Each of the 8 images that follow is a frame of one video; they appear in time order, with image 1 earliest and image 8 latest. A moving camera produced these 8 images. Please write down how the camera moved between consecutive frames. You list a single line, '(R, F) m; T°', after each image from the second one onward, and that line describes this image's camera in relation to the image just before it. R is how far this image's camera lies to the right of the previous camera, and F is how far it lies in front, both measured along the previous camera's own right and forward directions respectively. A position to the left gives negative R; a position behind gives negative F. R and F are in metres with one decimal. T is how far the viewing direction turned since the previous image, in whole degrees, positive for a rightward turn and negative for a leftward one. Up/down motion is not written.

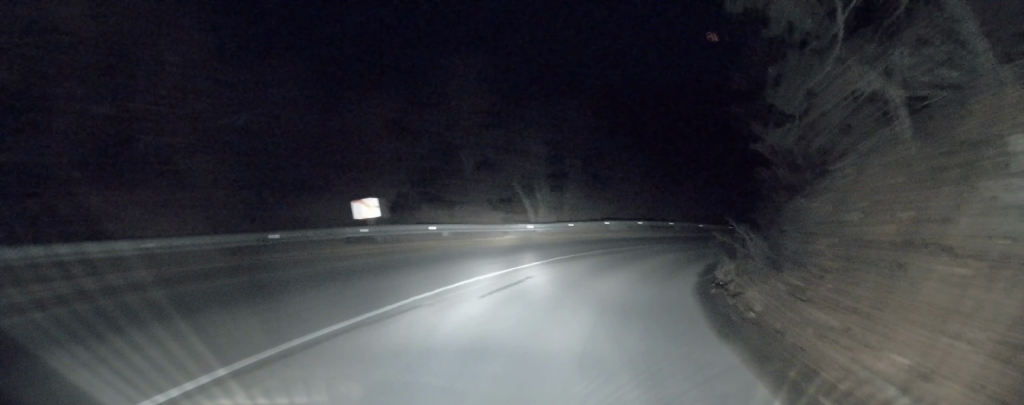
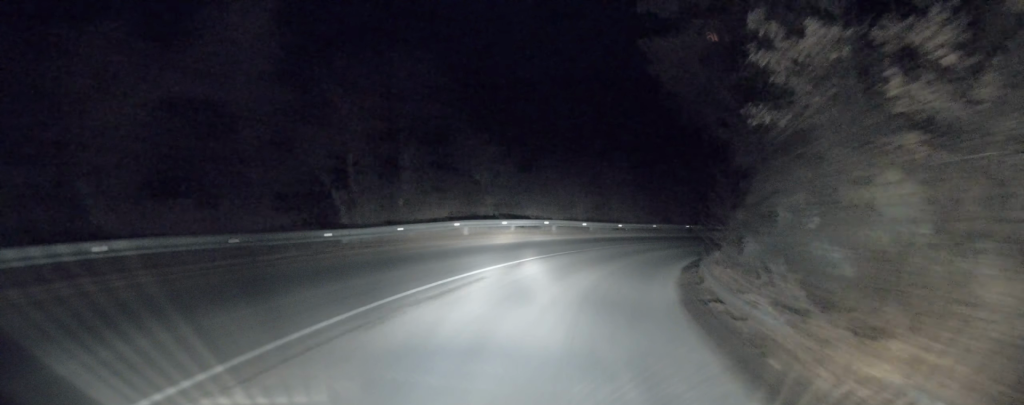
(+0.2, +12.0) m; +6°
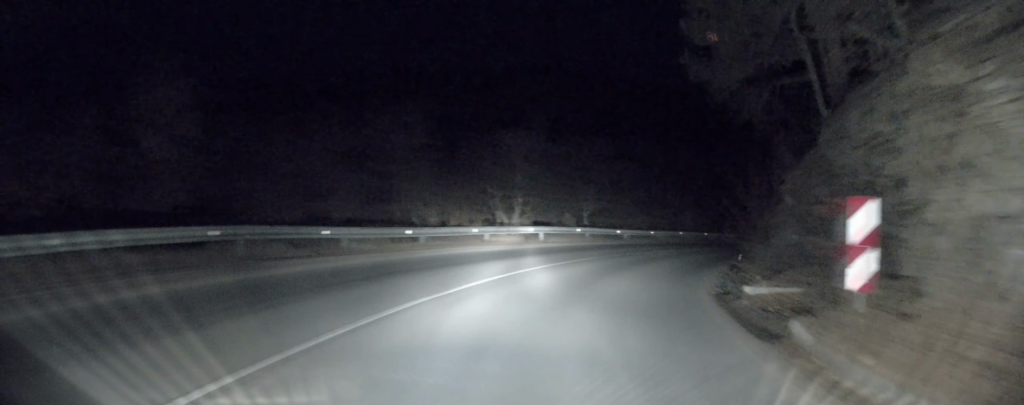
(+3.2, +19.3) m; +19°
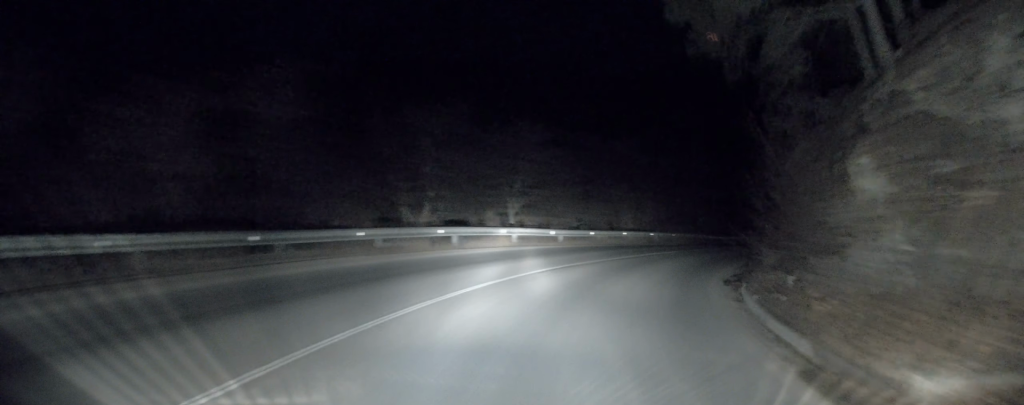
(+0.5, +6.2) m; +5°
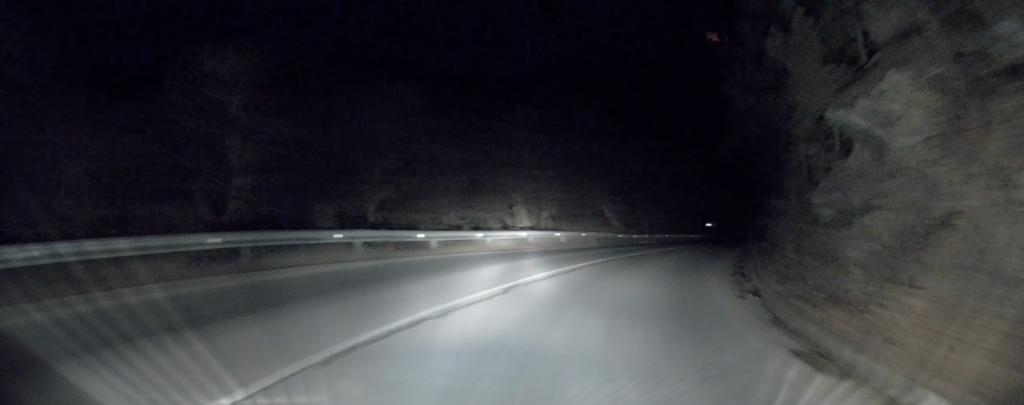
(+0.5, +8.7) m; +8°
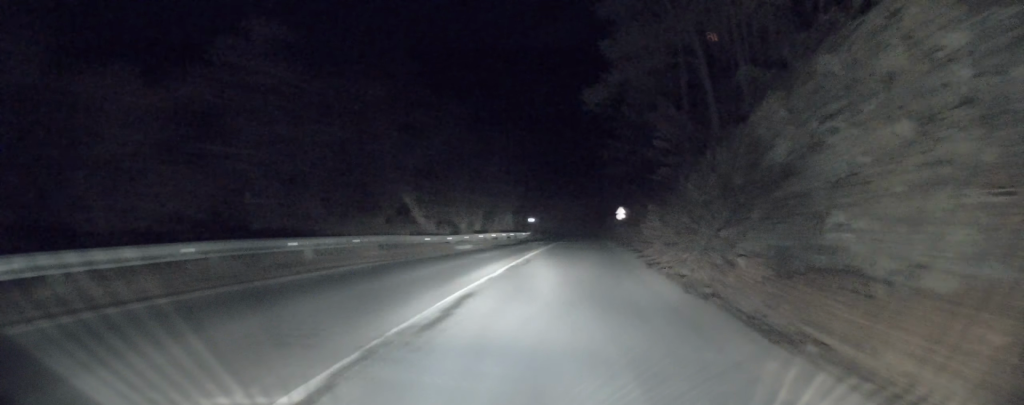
(+2.1, +15.2) m; +14°
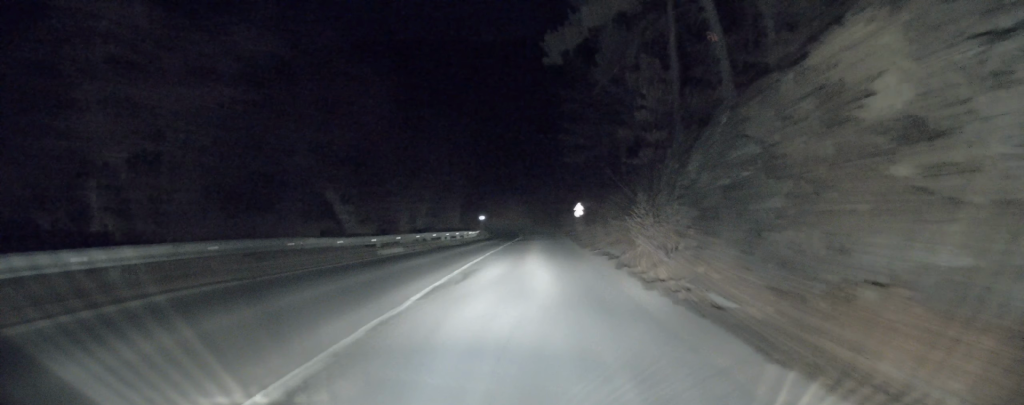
(+0.3, +6.2) m; +4°
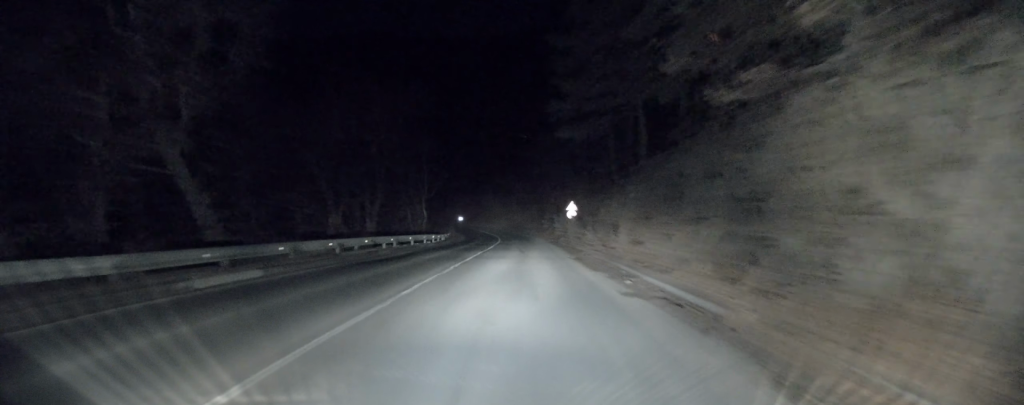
(+0.5, +12.2) m; +4°
